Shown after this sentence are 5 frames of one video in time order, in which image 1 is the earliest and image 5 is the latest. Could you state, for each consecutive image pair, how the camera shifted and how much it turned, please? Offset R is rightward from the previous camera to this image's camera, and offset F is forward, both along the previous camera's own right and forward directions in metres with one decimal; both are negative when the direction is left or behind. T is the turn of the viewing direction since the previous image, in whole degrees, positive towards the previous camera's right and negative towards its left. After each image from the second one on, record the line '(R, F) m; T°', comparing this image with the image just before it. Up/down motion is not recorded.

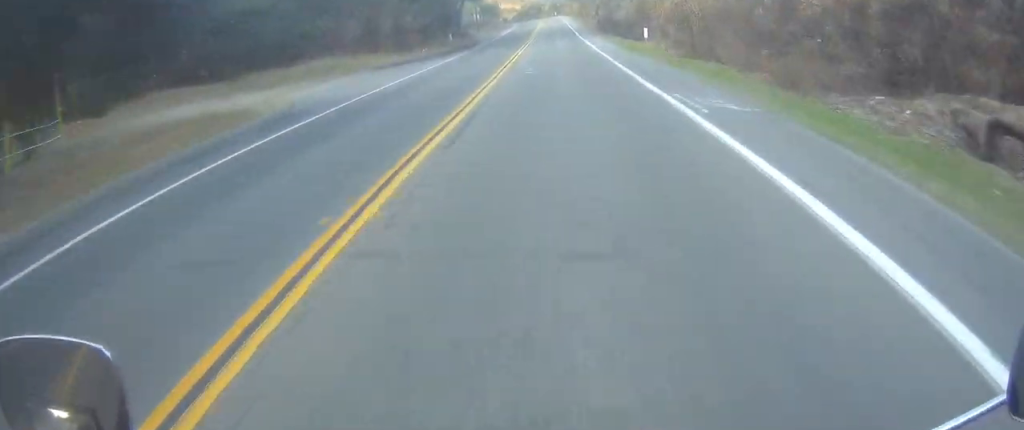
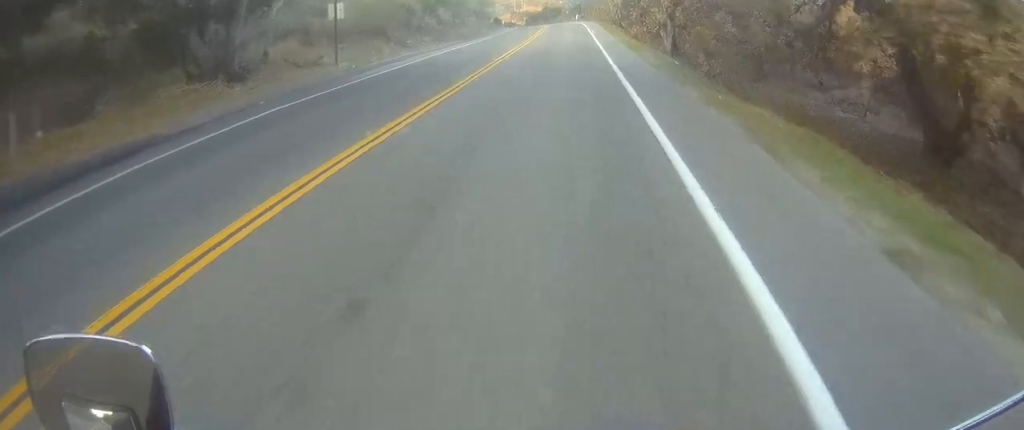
(+0.2, +48.8) m; +1°
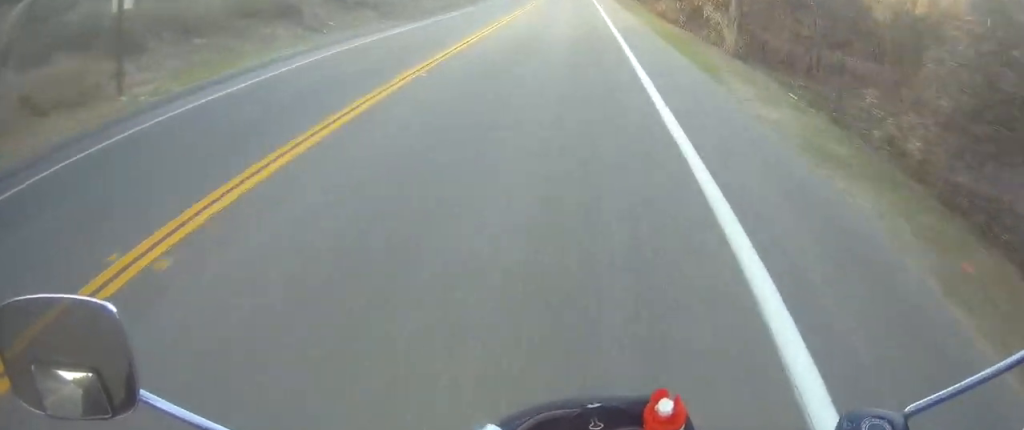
(0.0, +13.6) m; 0°
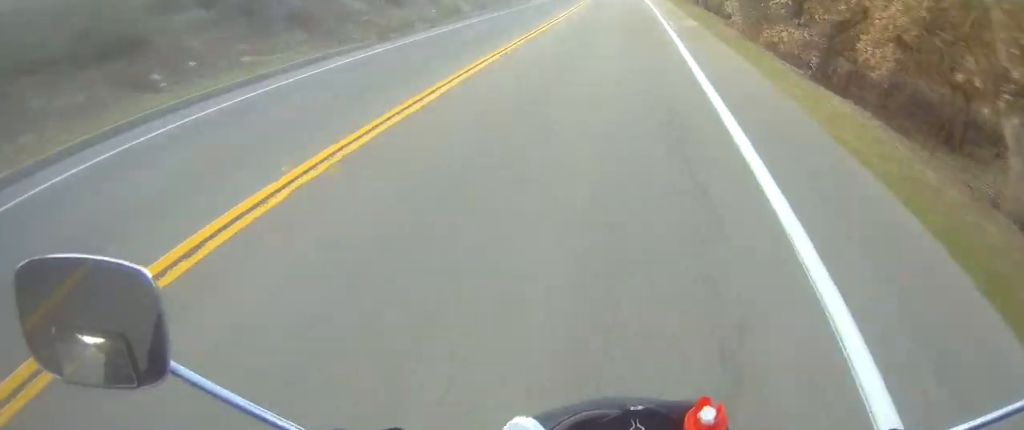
(0.0, +13.6) m; 0°
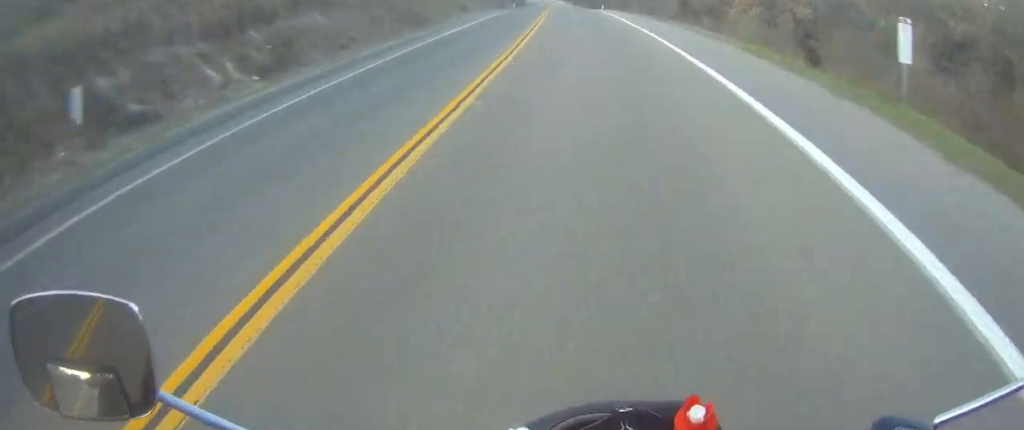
(0.0, +72.3) m; 0°
